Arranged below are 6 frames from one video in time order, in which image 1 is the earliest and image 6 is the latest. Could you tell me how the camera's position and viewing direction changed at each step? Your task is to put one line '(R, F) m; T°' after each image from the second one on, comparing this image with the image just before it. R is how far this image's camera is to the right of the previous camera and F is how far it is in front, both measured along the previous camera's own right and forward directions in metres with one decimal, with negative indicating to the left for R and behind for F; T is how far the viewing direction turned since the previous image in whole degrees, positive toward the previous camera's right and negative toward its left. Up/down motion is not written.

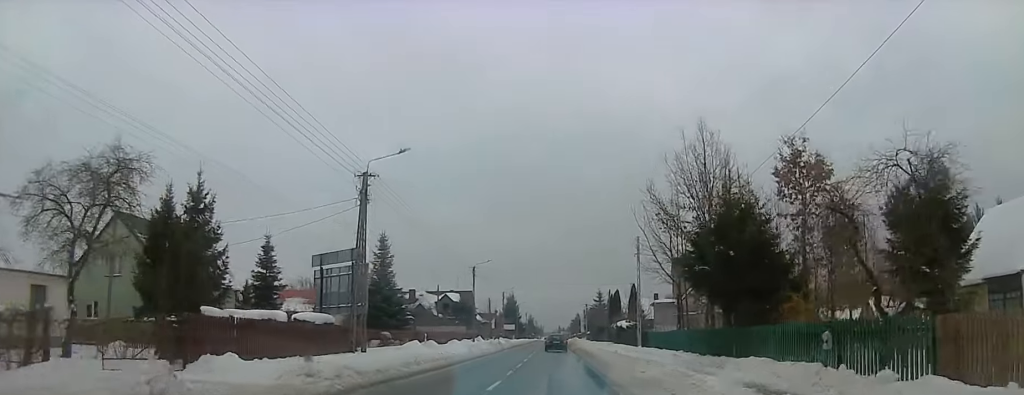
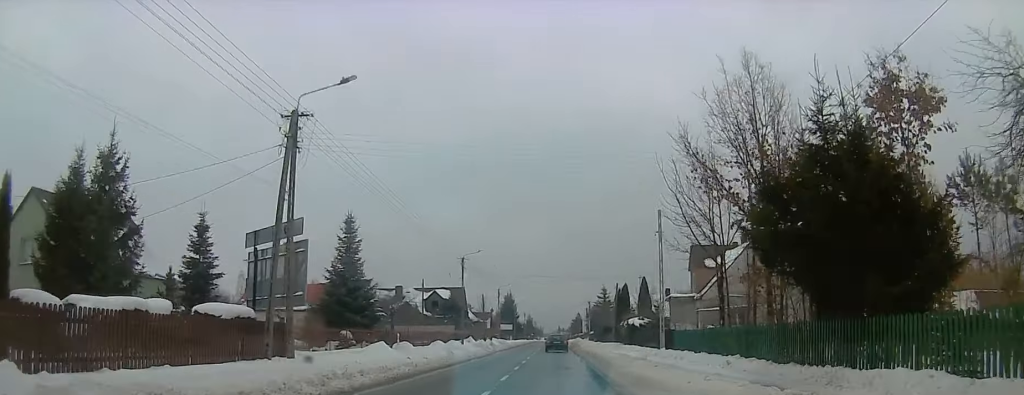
(-0.3, +8.7) m; +1°
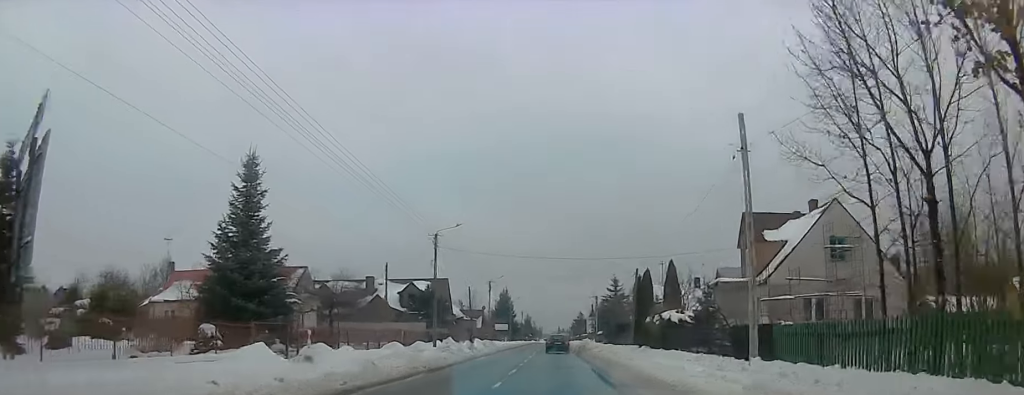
(+0.5, +15.5) m; -1°
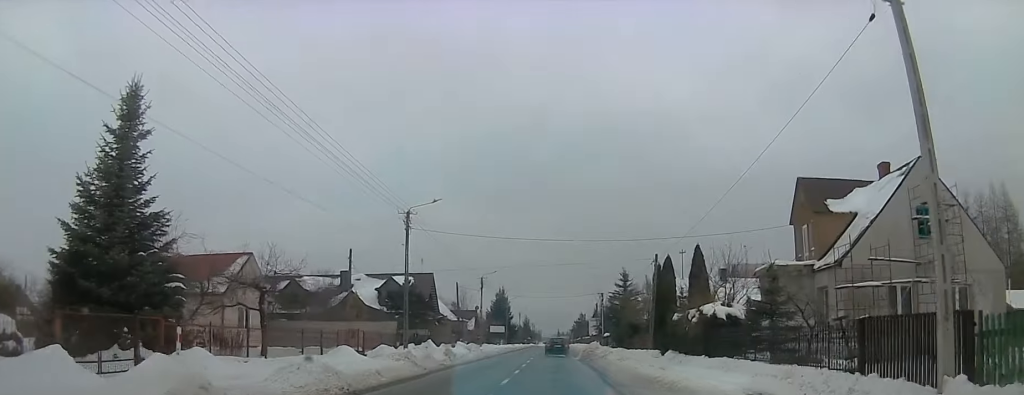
(-0.8, +9.7) m; 0°
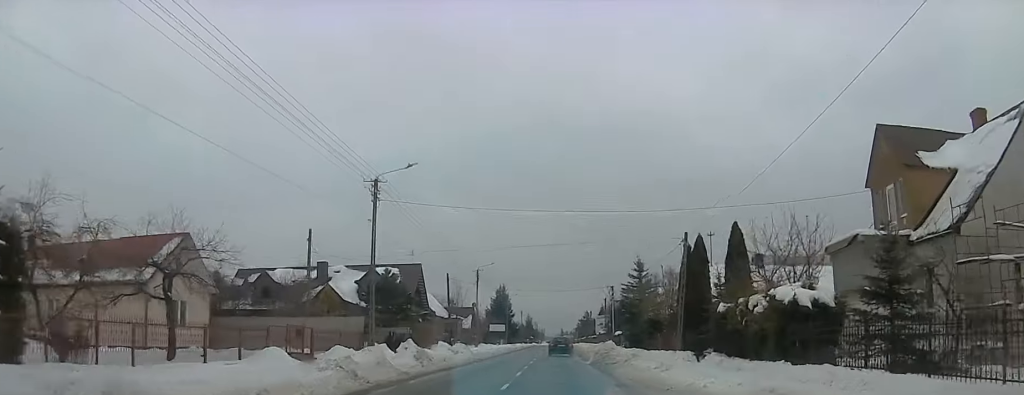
(+0.5, +8.2) m; +1°
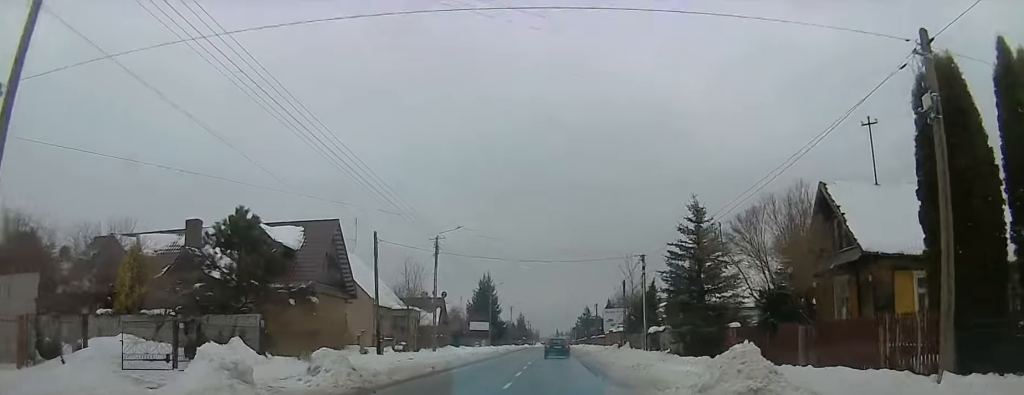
(-0.2, +23.2) m; -1°
